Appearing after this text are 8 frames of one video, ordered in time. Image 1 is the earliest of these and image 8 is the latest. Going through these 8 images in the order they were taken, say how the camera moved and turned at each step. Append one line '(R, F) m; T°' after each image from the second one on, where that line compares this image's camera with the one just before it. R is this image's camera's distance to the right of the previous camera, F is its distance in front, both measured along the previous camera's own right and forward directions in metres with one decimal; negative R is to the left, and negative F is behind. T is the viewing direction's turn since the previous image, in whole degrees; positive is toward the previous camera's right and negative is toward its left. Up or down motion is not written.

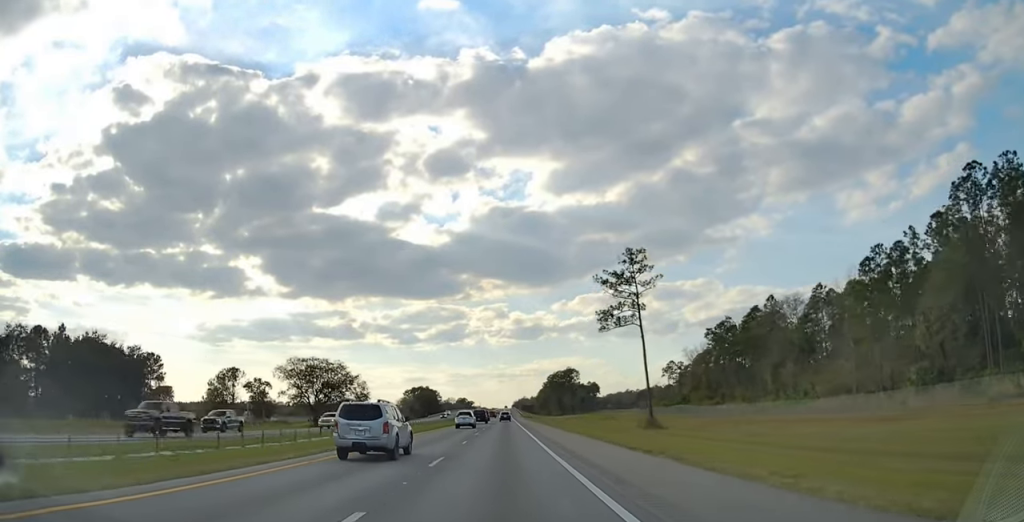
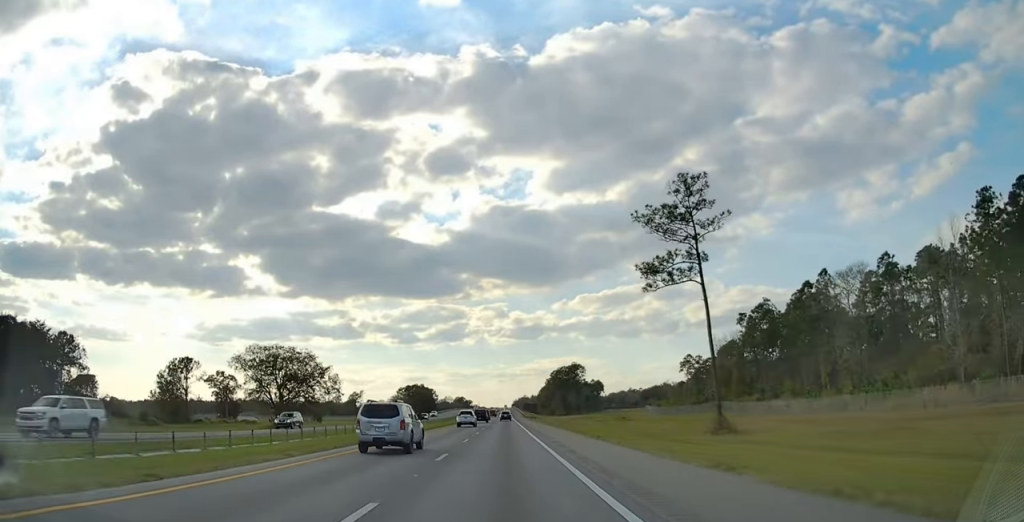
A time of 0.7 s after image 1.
(-0.1, +23.0) m; 0°
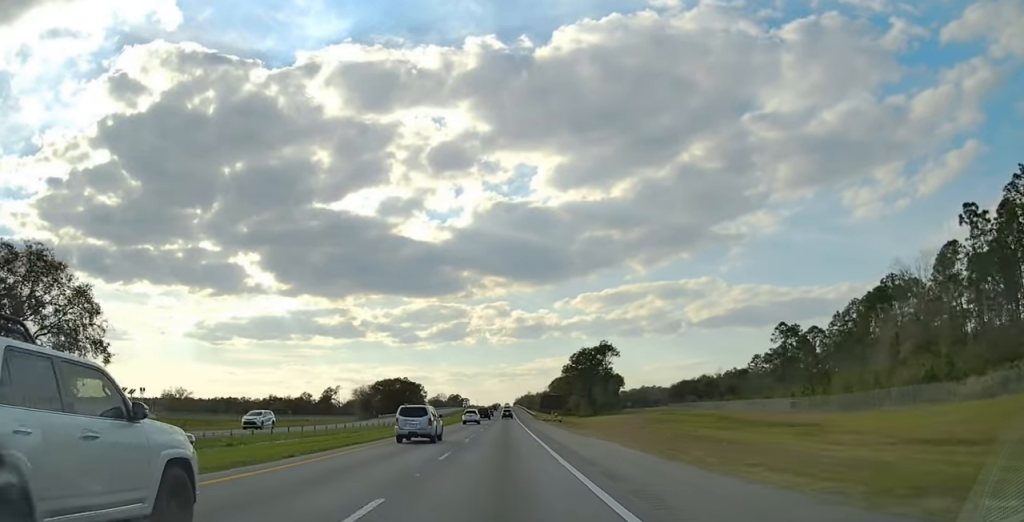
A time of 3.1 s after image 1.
(+0.3, +73.2) m; 0°
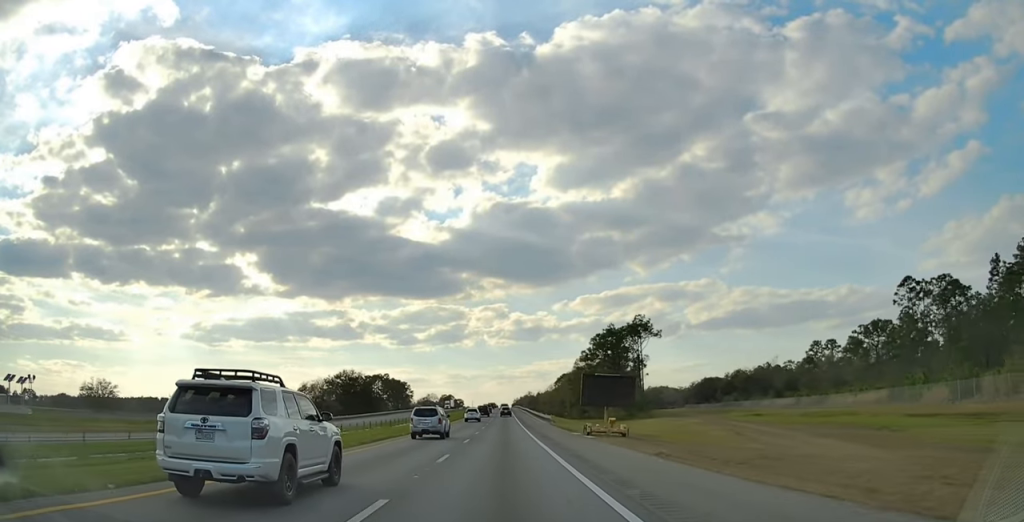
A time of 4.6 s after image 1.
(+0.1, +49.3) m; 0°
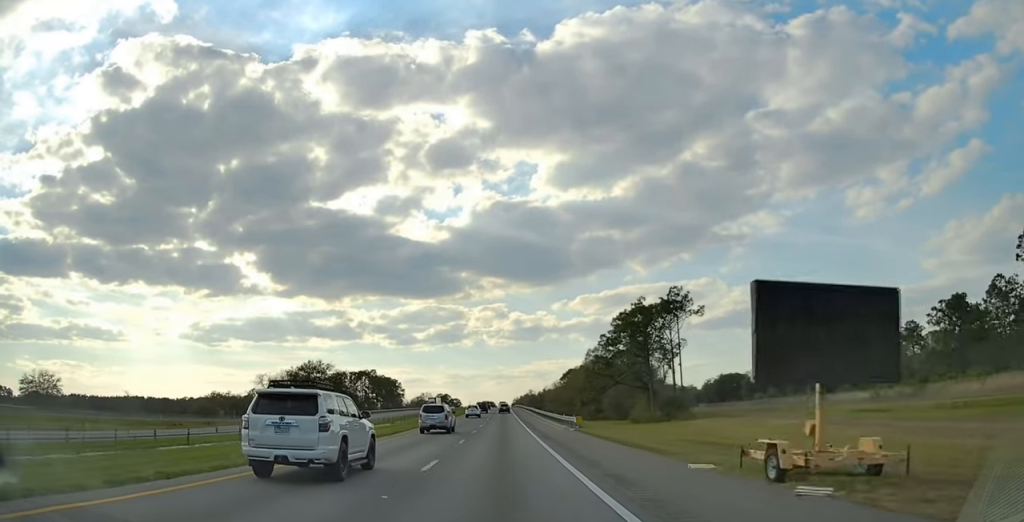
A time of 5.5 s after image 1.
(-0.2, +28.3) m; 0°
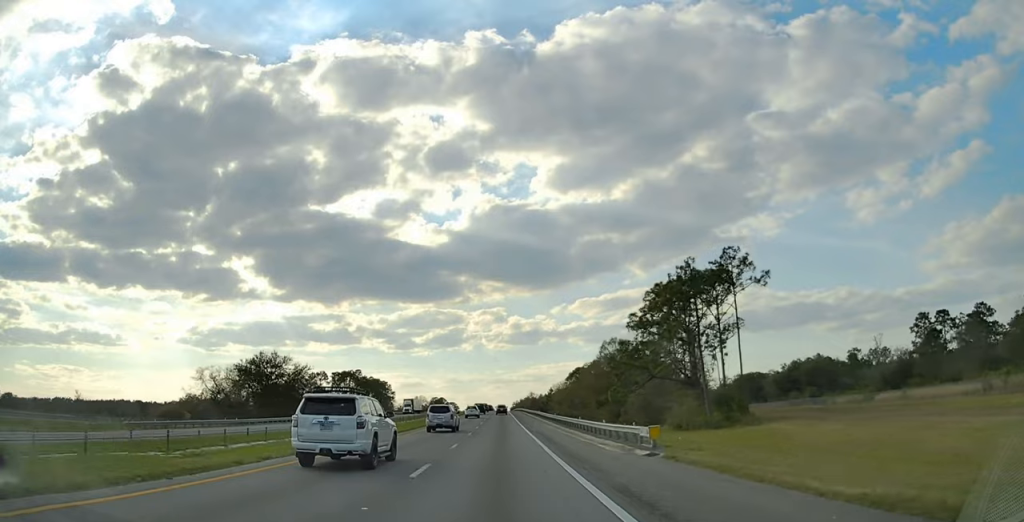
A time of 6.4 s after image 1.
(+0.2, +26.0) m; 0°
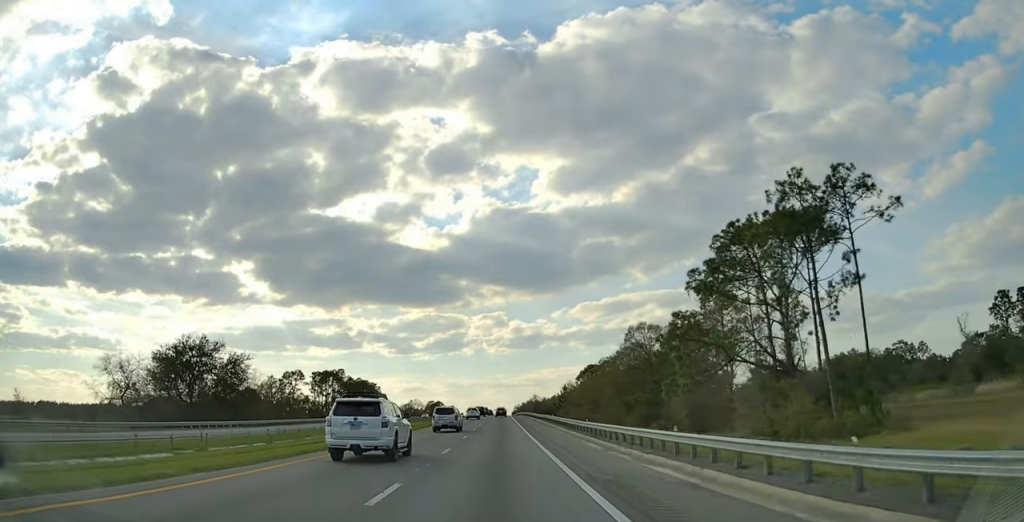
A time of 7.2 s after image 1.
(0.0, +26.9) m; 0°
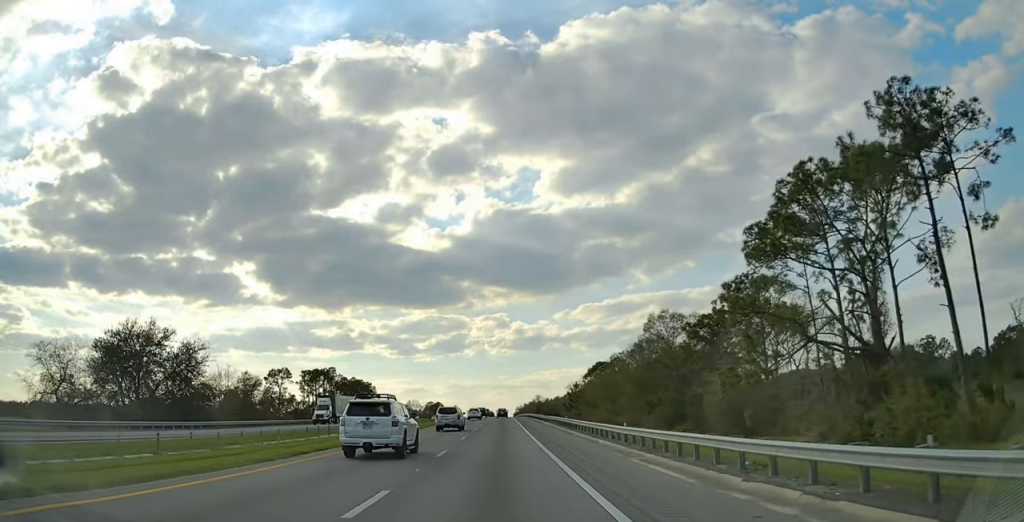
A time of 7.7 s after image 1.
(0.0, +13.4) m; 0°
